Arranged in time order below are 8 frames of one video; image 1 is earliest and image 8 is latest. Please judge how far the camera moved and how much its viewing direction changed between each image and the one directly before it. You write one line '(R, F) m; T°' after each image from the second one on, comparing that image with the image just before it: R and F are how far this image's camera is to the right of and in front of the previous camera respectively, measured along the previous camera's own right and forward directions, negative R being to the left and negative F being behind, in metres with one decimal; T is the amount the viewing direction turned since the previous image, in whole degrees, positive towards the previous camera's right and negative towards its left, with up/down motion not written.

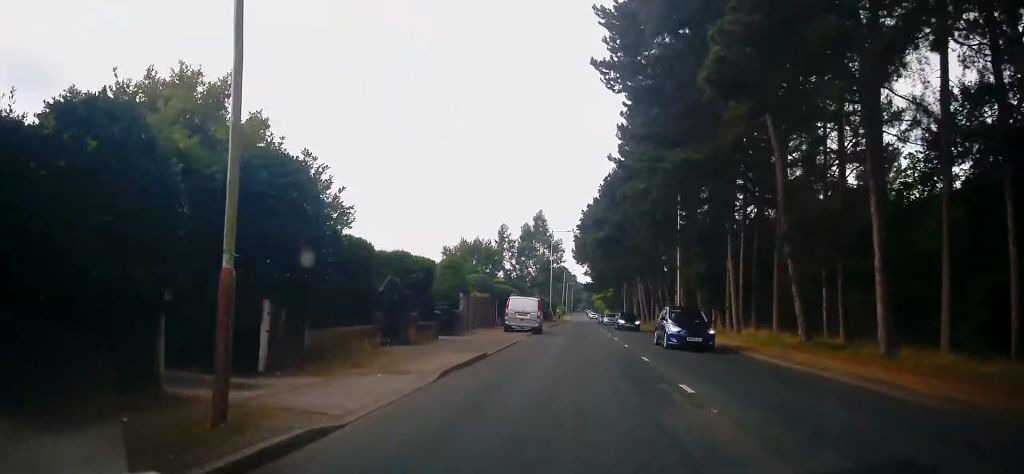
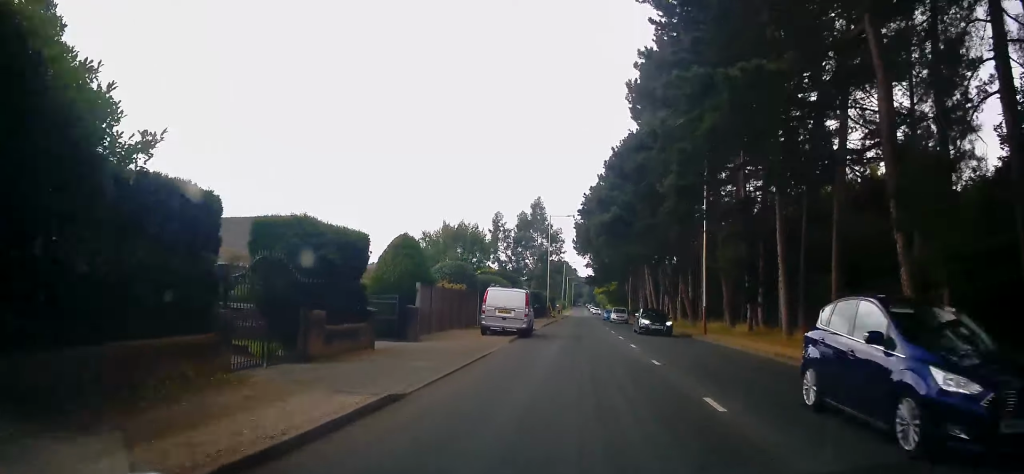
(0.0, +8.0) m; +1°
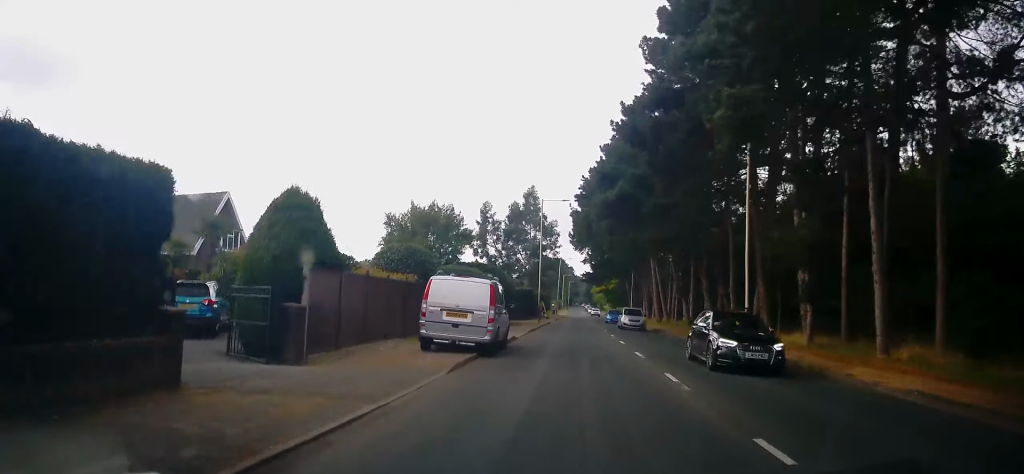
(+0.1, +8.7) m; +1°
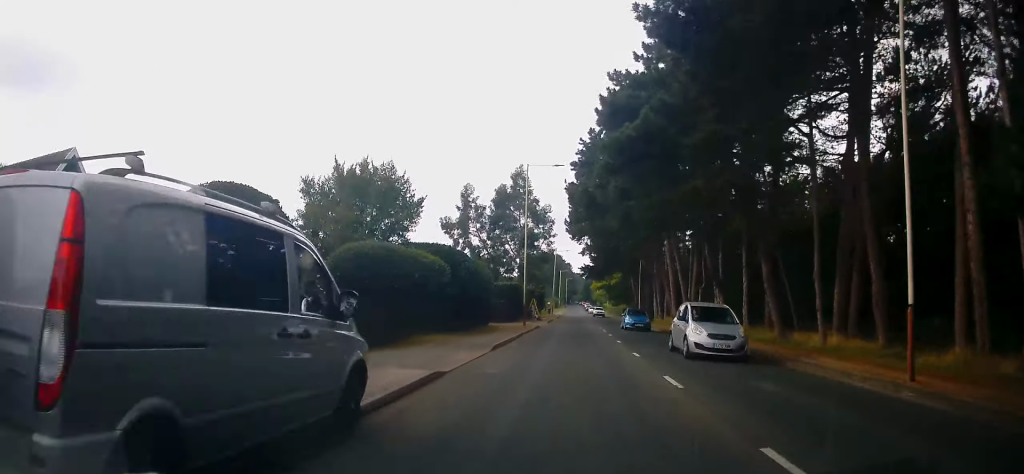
(+0.1, +12.3) m; -1°
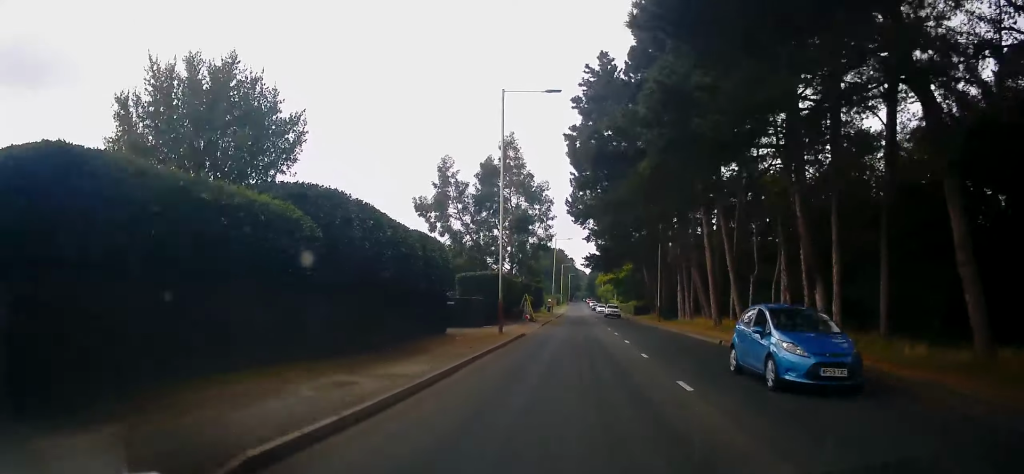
(-0.4, +13.3) m; -2°
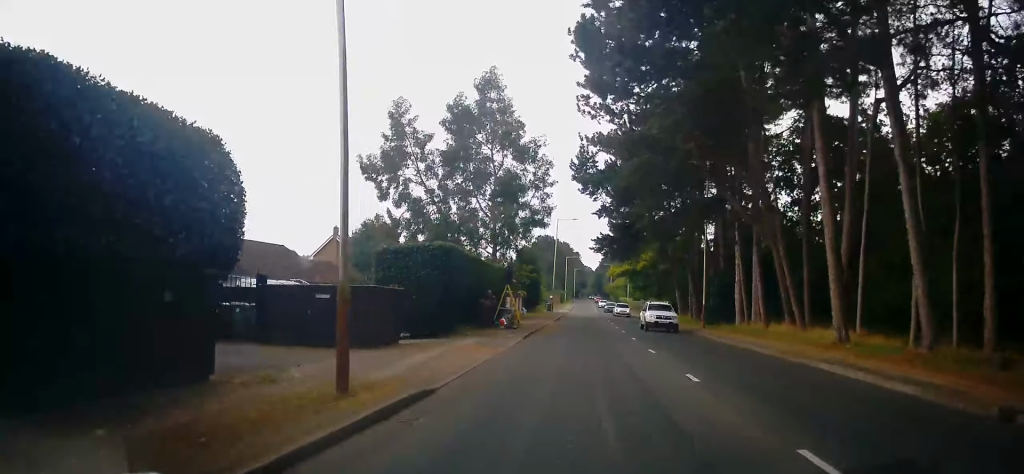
(+0.1, +17.2) m; +2°
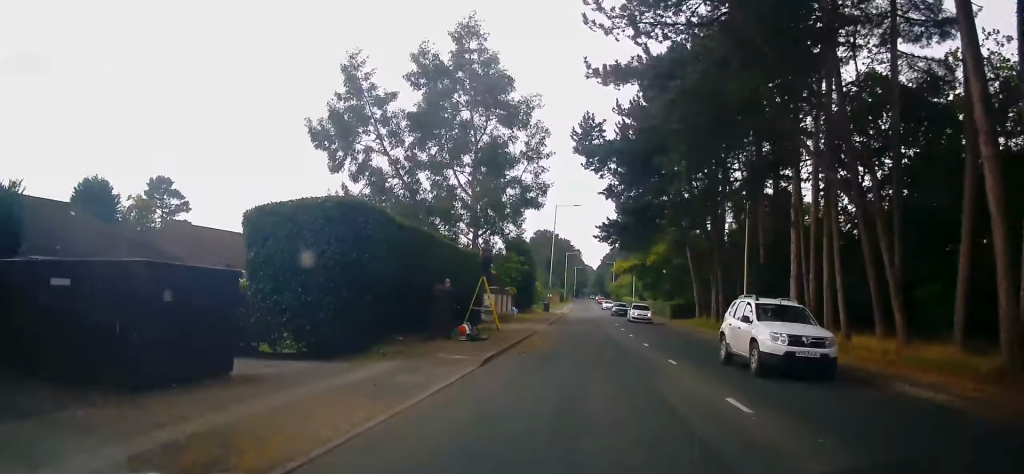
(+0.1, +9.2) m; +1°
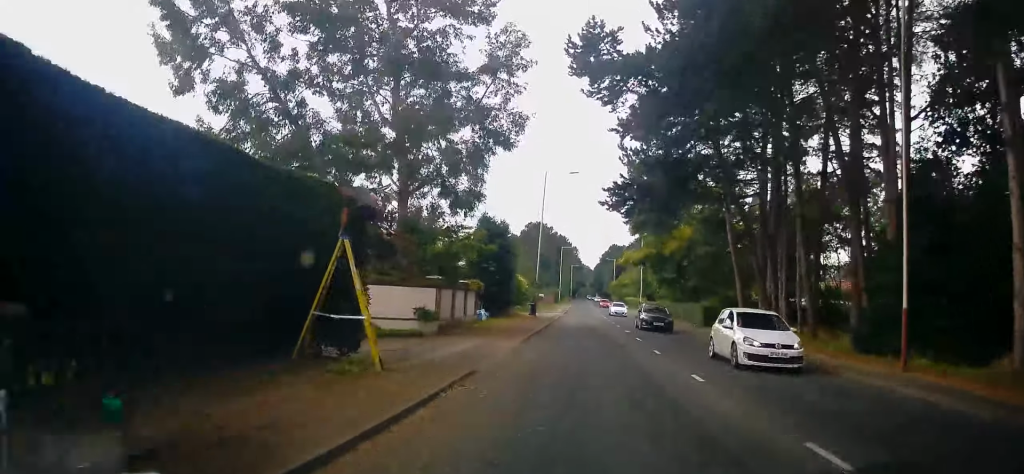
(-0.1, +15.3) m; -1°
